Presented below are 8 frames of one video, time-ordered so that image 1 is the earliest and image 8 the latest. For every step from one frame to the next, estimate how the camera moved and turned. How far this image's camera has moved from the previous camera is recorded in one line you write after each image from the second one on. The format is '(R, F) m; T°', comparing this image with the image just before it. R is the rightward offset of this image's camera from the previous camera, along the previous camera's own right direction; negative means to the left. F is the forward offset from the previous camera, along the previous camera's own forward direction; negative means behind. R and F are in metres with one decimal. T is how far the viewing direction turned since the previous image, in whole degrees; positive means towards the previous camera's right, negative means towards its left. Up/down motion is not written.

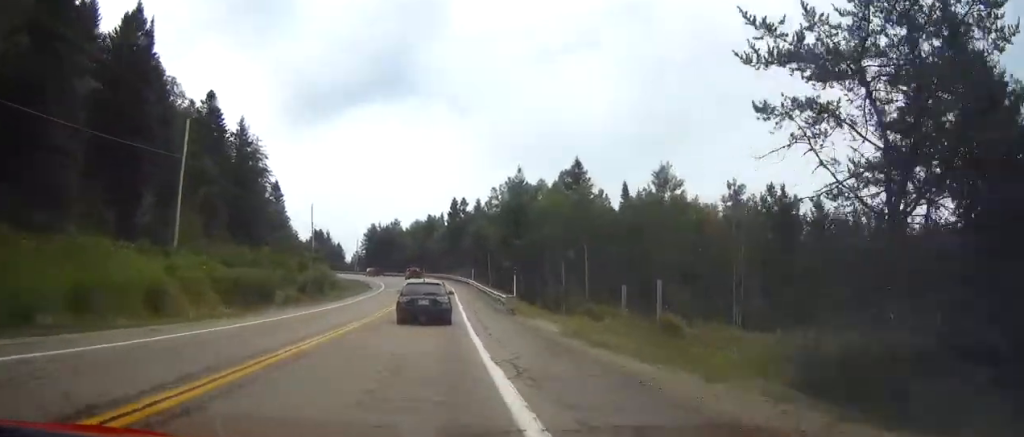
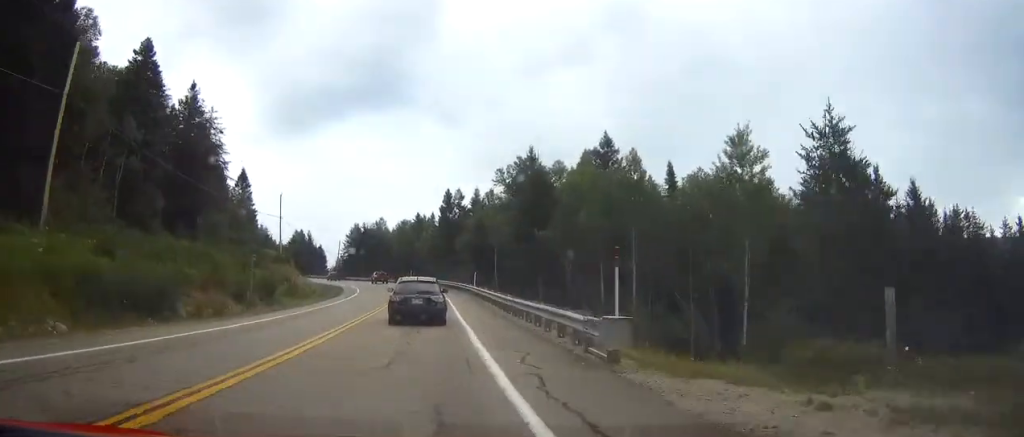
(+0.2, +17.8) m; +1°
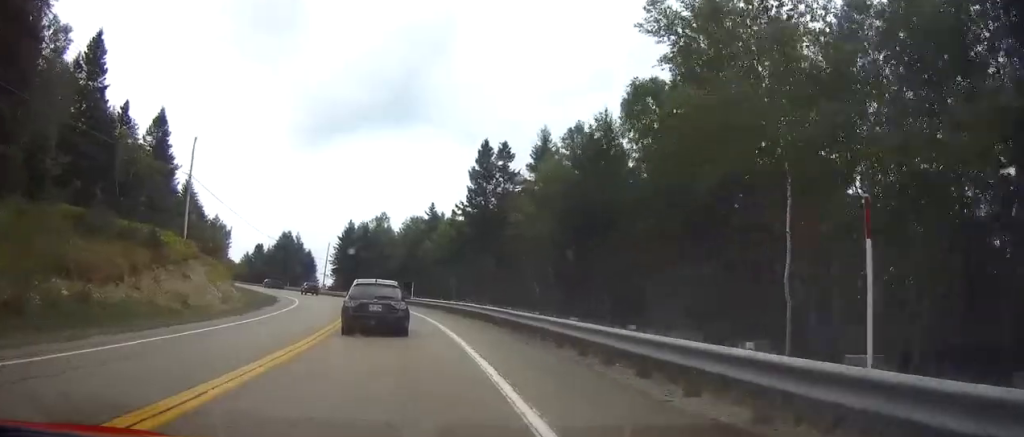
(+0.2, +42.8) m; -1°
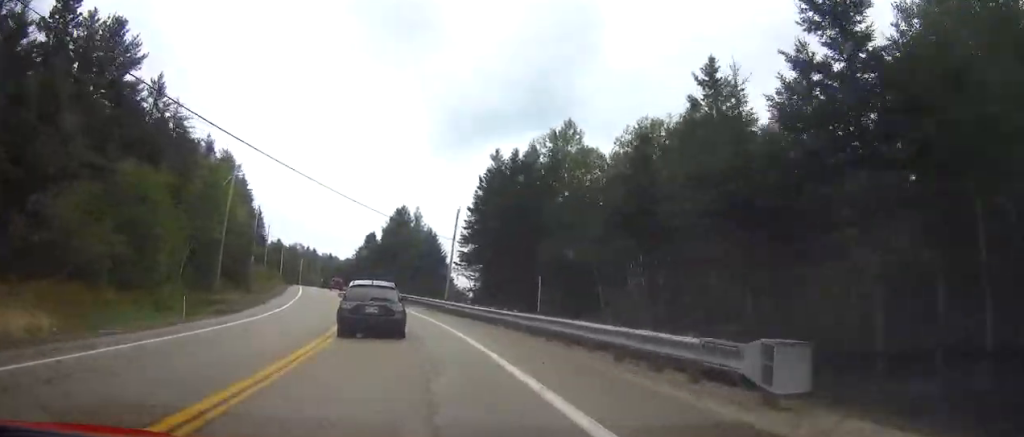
(-5.2, +61.9) m; -10°
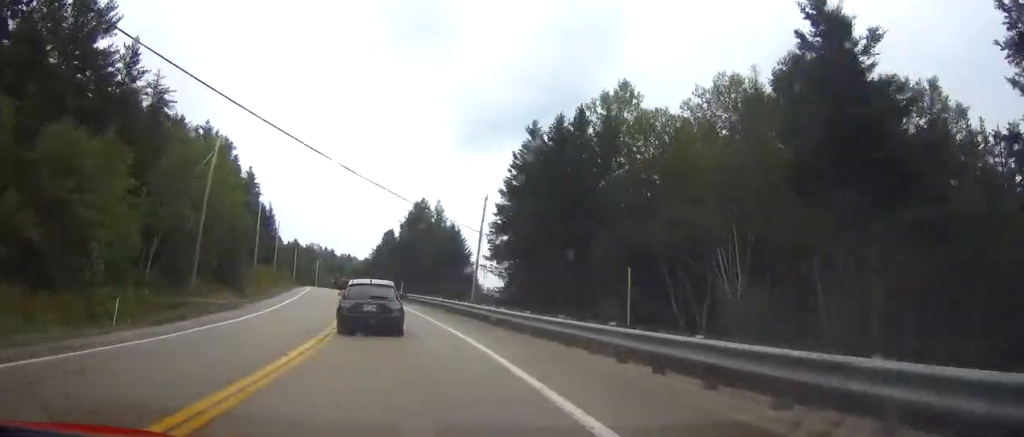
(-0.1, +9.8) m; -2°
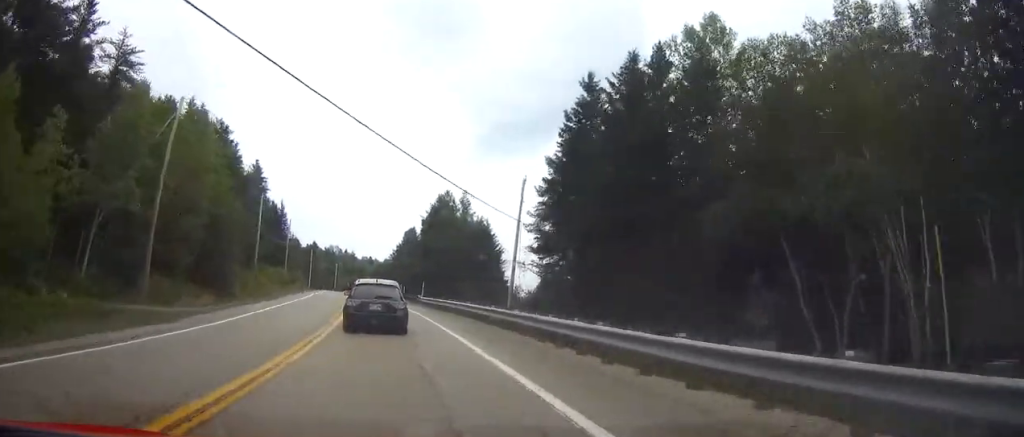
(-0.2, +11.2) m; -2°
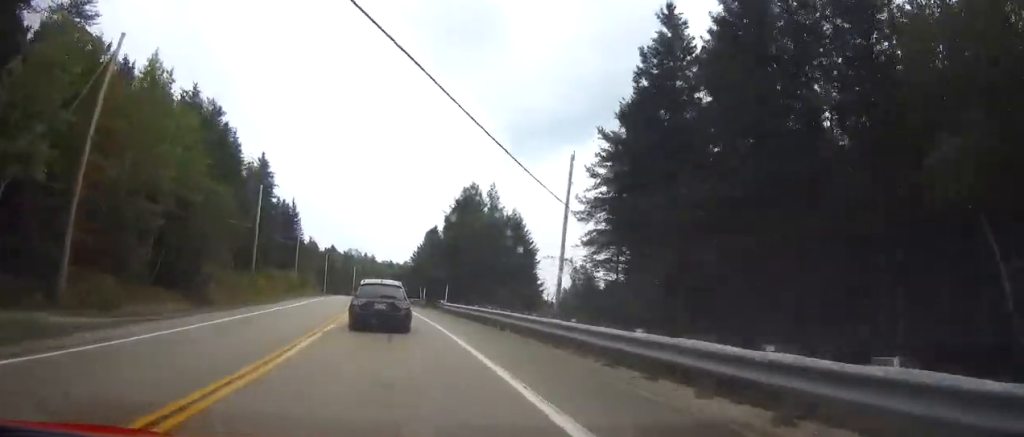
(-0.2, +10.3) m; -2°
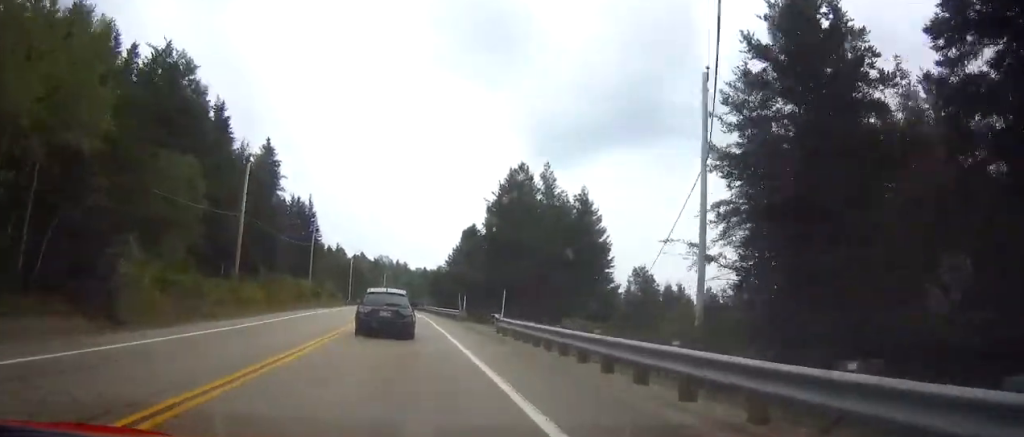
(-0.7, +16.7) m; -4°
